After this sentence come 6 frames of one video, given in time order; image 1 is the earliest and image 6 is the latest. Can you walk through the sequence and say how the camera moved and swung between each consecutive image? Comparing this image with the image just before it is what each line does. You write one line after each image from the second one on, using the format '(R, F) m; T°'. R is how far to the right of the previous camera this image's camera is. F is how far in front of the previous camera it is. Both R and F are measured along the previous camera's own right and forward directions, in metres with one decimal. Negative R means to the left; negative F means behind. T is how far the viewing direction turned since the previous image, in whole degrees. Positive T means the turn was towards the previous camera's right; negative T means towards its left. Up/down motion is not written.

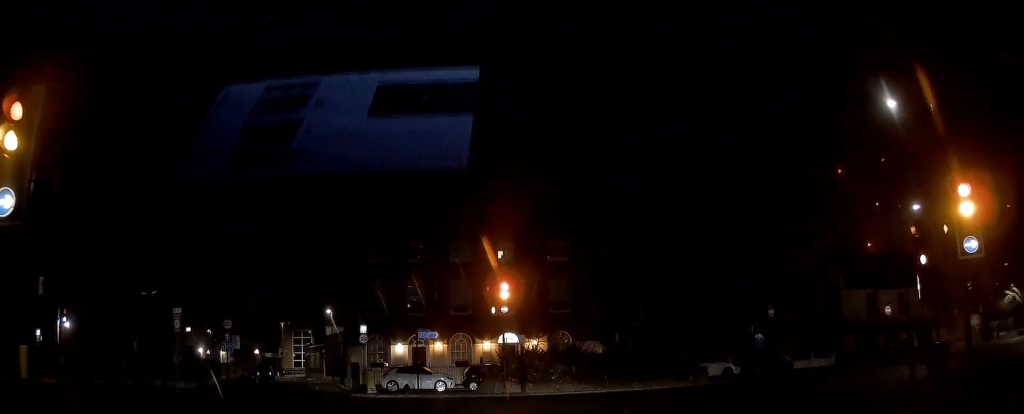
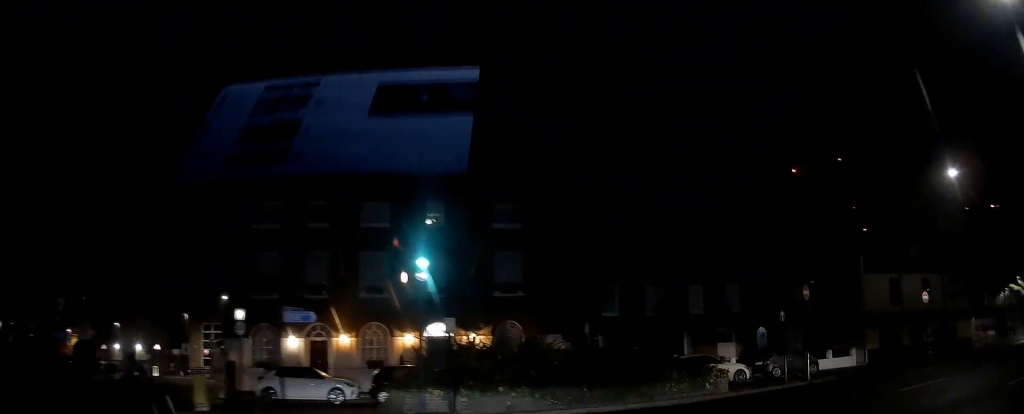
(-0.1, +2.9) m; +2°
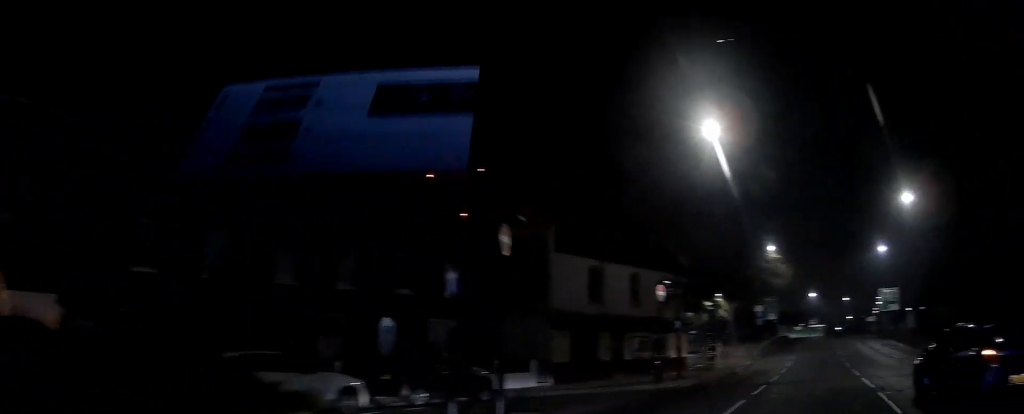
(+1.6, +11.0) m; +20°
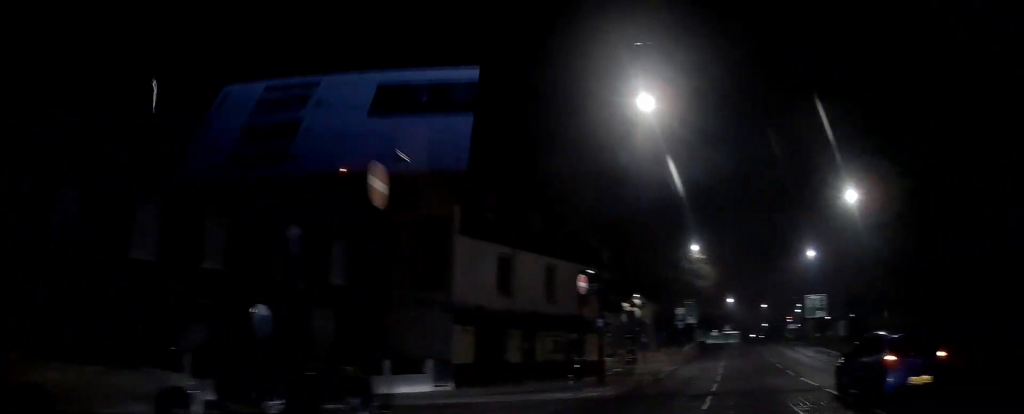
(+0.3, +3.7) m; +7°
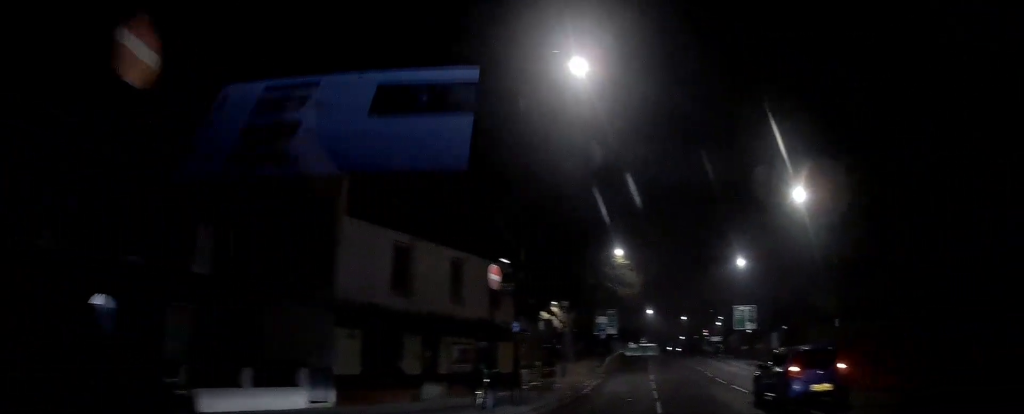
(-0.1, +4.0) m; +8°
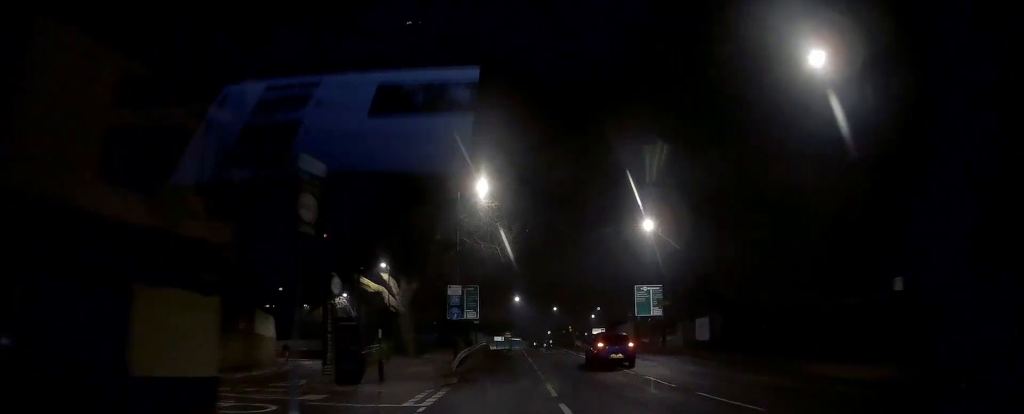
(+4.4, +16.6) m; +24°
